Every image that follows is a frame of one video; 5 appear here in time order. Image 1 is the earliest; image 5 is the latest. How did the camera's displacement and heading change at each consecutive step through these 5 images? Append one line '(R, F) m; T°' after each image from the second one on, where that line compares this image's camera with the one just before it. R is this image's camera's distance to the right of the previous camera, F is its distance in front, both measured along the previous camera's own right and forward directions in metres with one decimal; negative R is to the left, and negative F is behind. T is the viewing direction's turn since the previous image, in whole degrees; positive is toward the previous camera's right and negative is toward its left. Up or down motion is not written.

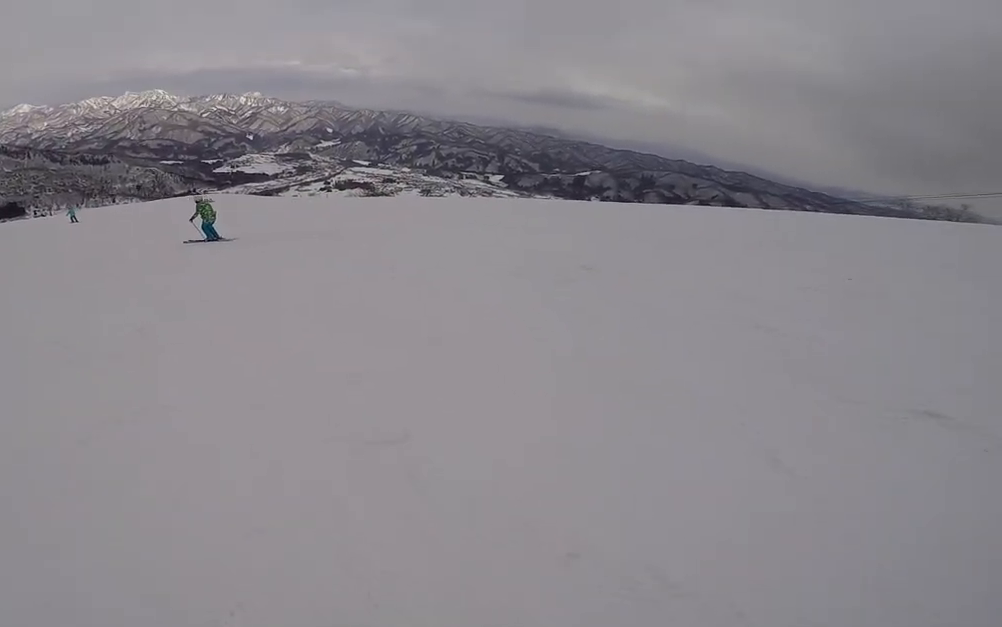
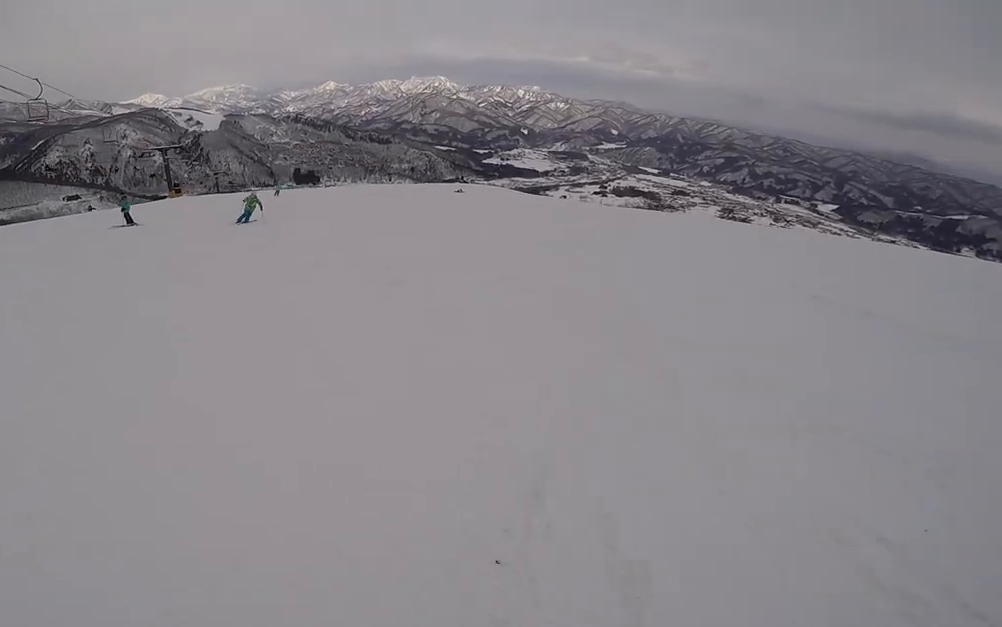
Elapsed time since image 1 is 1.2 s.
(-1.8, +4.7) m; -37°
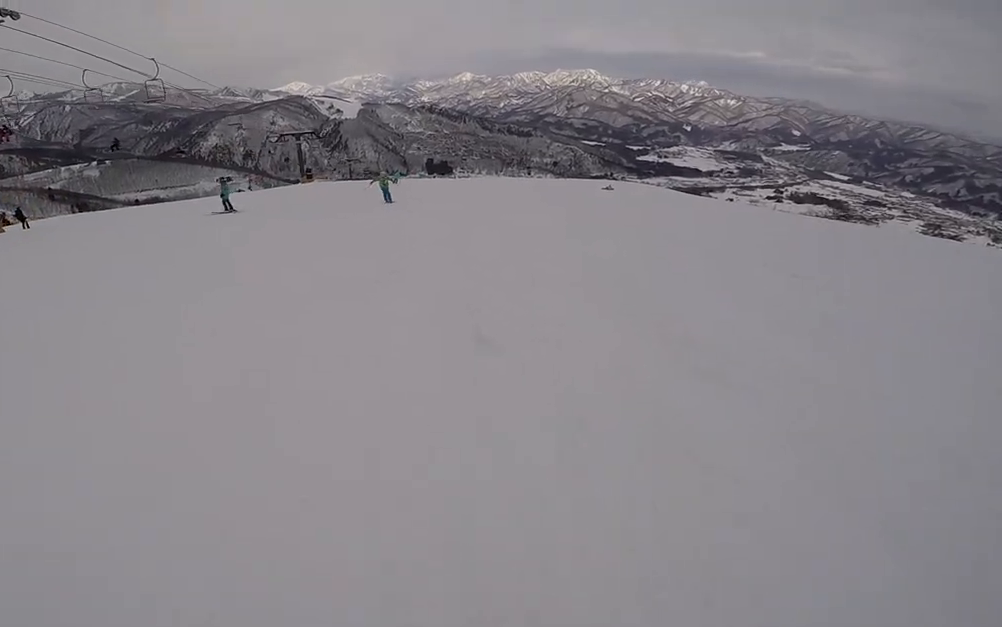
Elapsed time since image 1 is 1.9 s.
(-0.5, +3.2) m; -13°
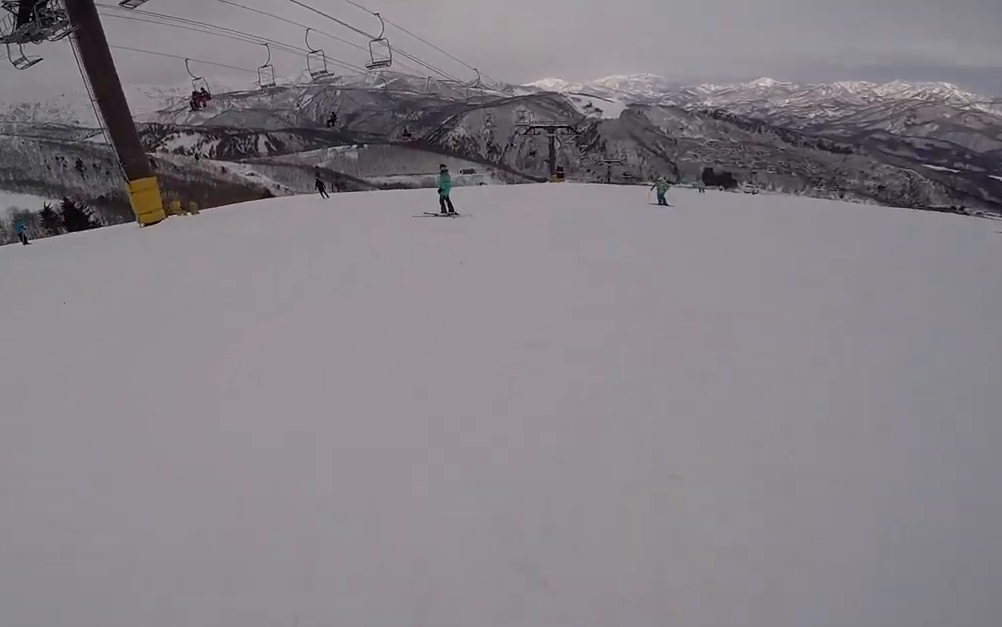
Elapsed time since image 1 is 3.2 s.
(-0.9, +5.5) m; -32°
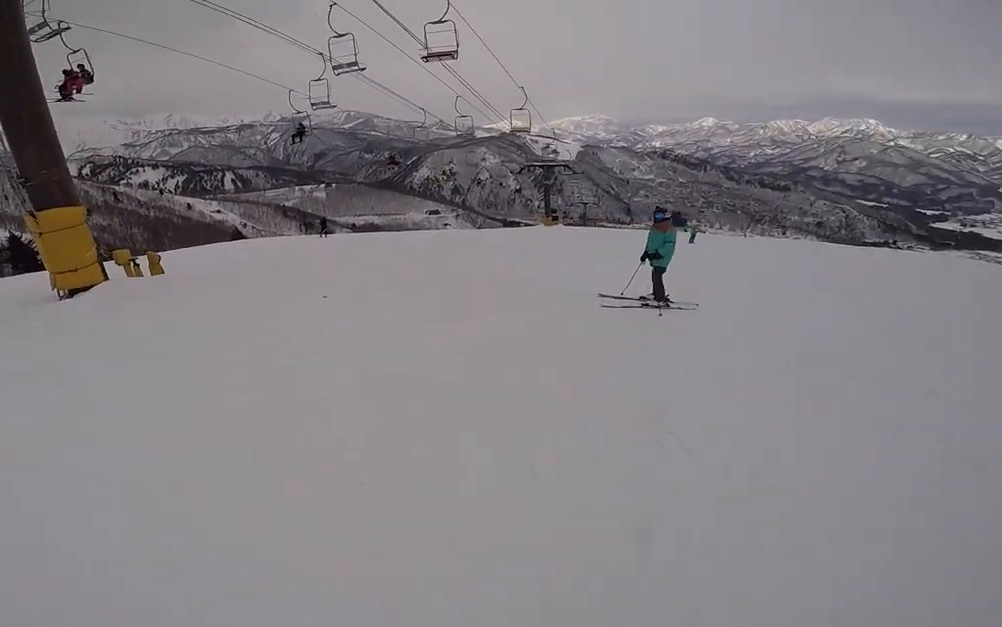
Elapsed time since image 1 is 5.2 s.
(-1.0, +7.2) m; +12°
